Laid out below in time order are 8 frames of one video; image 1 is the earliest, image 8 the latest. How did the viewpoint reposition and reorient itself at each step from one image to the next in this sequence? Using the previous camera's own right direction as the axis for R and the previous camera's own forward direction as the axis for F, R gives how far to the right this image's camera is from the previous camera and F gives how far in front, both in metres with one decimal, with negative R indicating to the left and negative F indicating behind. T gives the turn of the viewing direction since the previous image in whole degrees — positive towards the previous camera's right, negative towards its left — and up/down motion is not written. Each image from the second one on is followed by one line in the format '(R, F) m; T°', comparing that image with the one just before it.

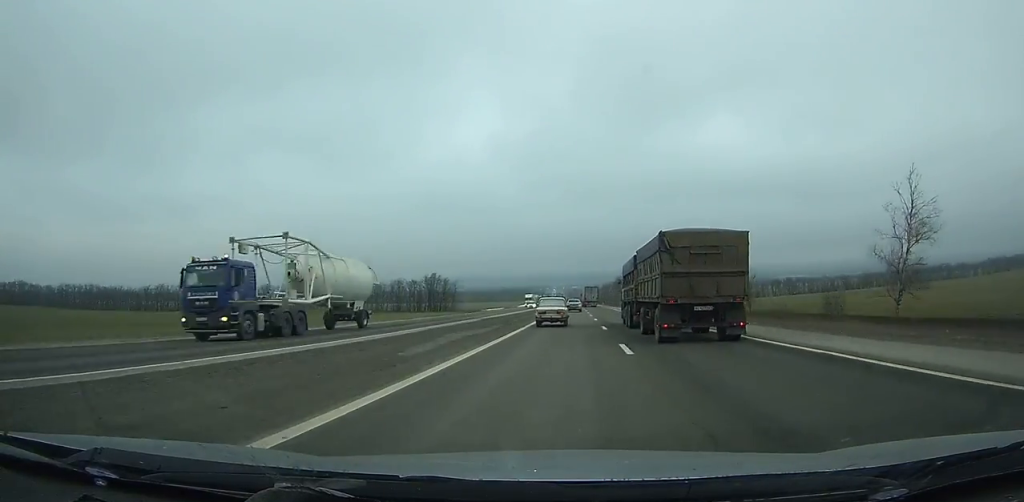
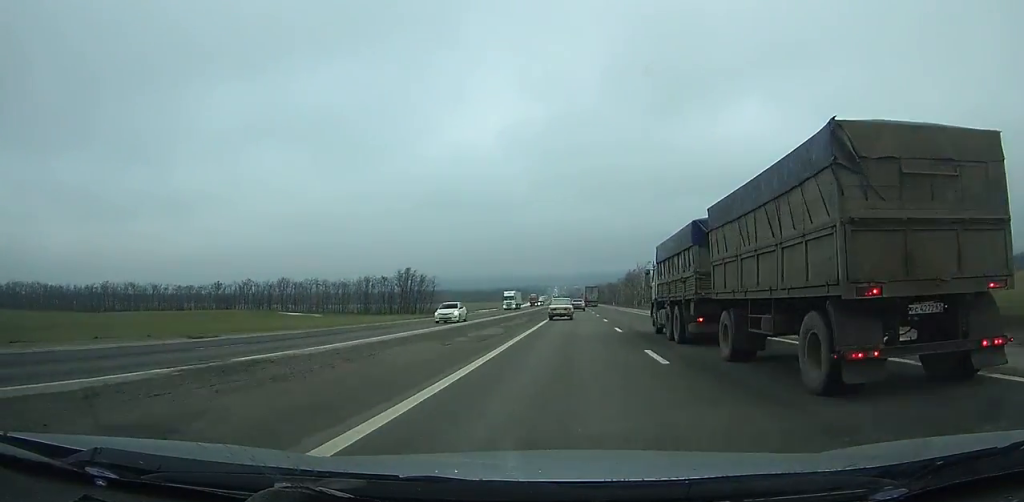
(+0.1, +38.4) m; 0°
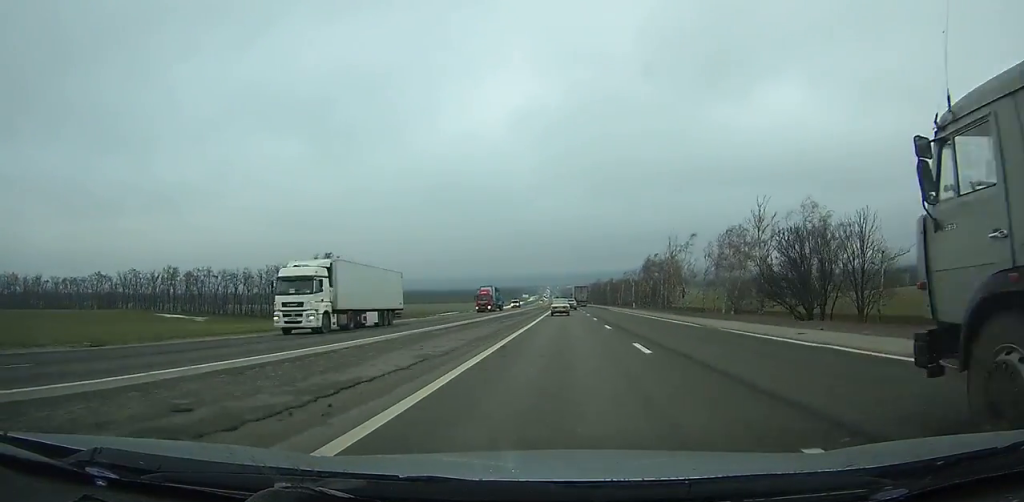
(+0.3, +57.8) m; 0°
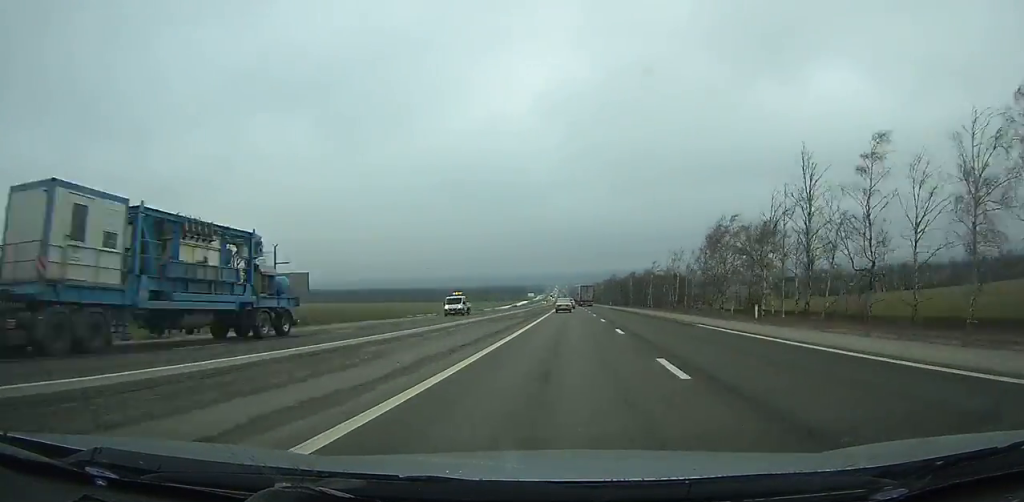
(-0.3, +52.1) m; 0°
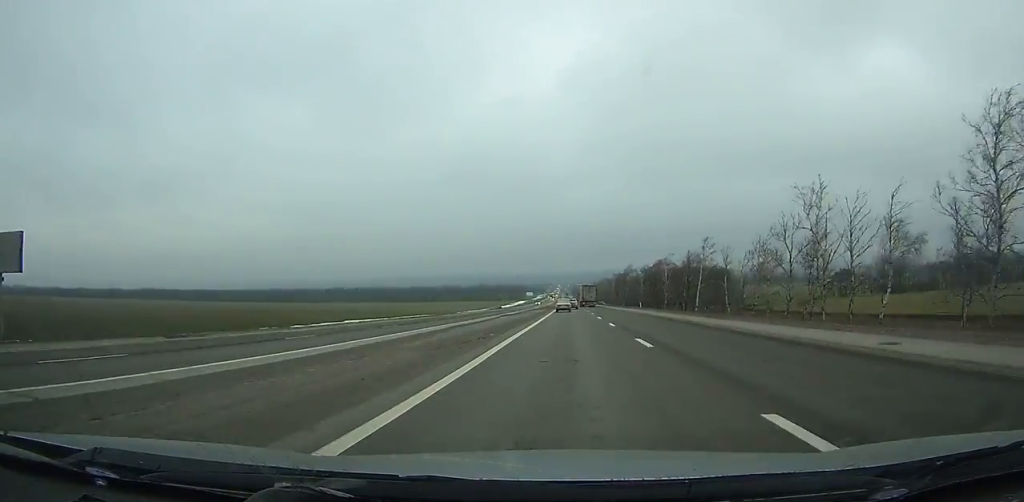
(-0.3, +53.4) m; 0°
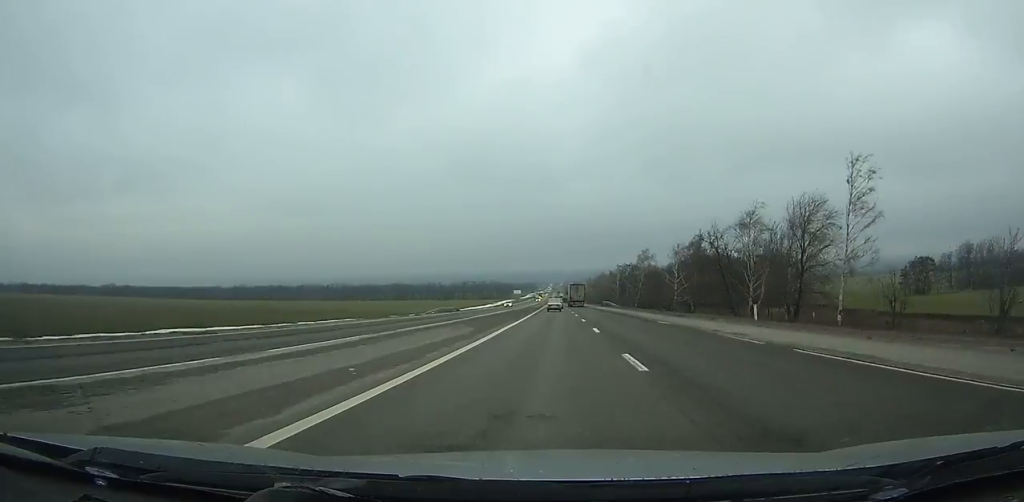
(+0.2, +52.4) m; 0°
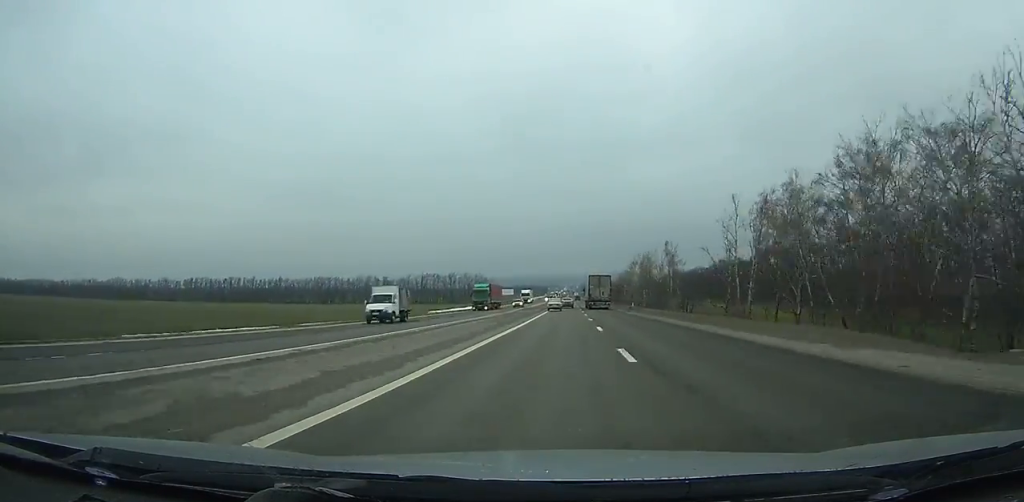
(-1.8, +202.9) m; 0°
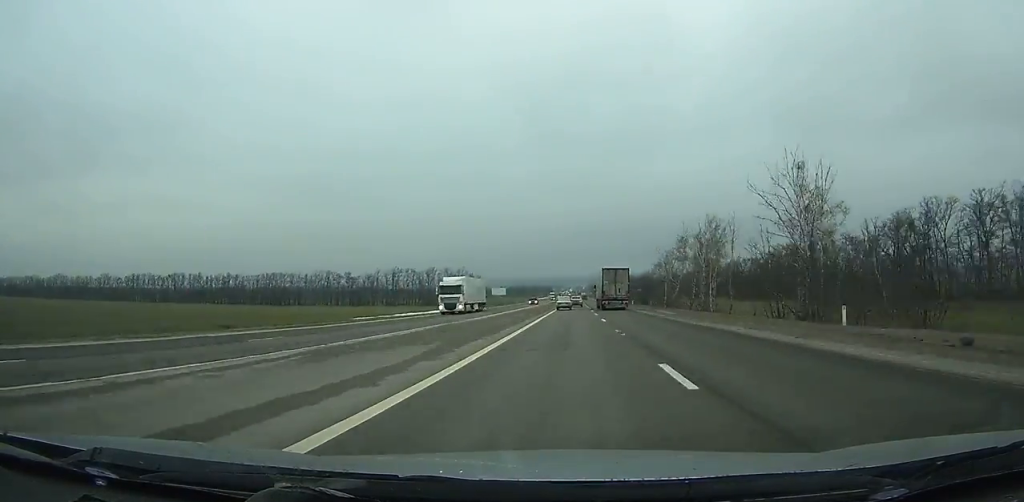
(-0.1, +63.5) m; 0°
